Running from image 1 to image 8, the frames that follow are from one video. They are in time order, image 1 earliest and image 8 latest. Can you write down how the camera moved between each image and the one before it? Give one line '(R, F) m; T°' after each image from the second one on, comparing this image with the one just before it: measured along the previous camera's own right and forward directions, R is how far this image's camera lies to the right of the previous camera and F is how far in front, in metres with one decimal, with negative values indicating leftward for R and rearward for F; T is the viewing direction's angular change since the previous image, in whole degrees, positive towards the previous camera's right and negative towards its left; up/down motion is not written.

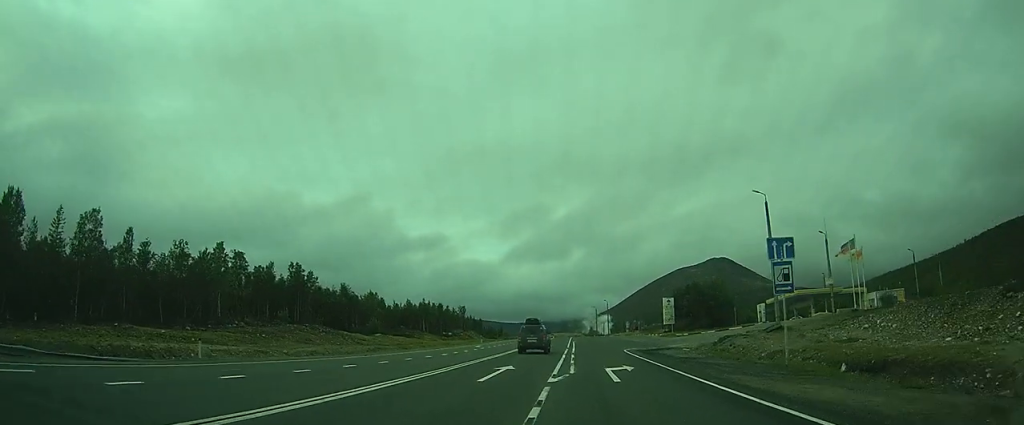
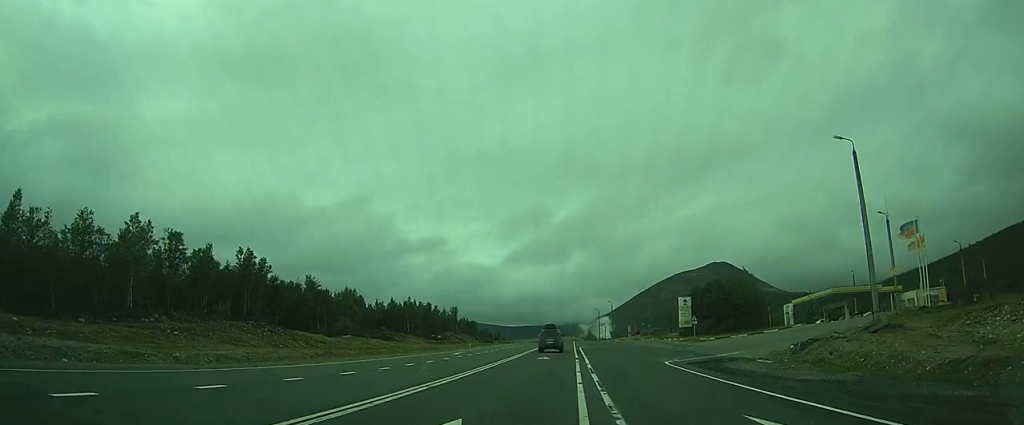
(-0.1, +14.2) m; 0°
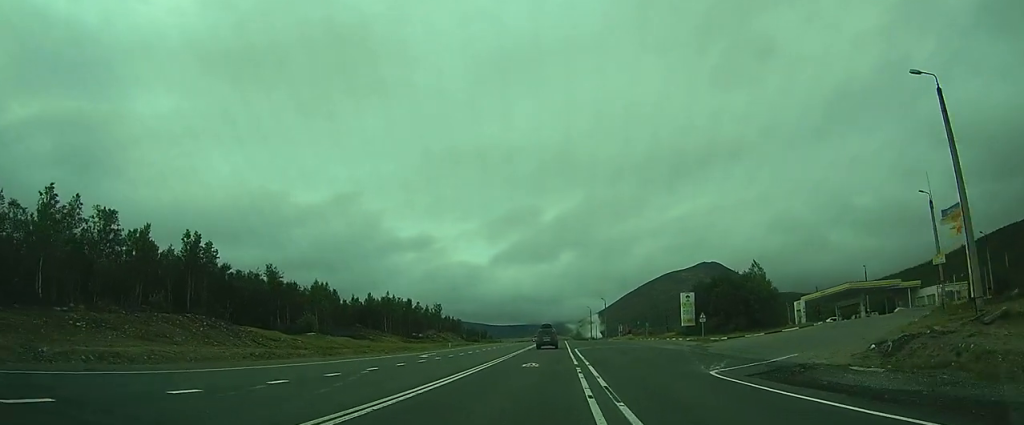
(-0.1, +9.2) m; 0°
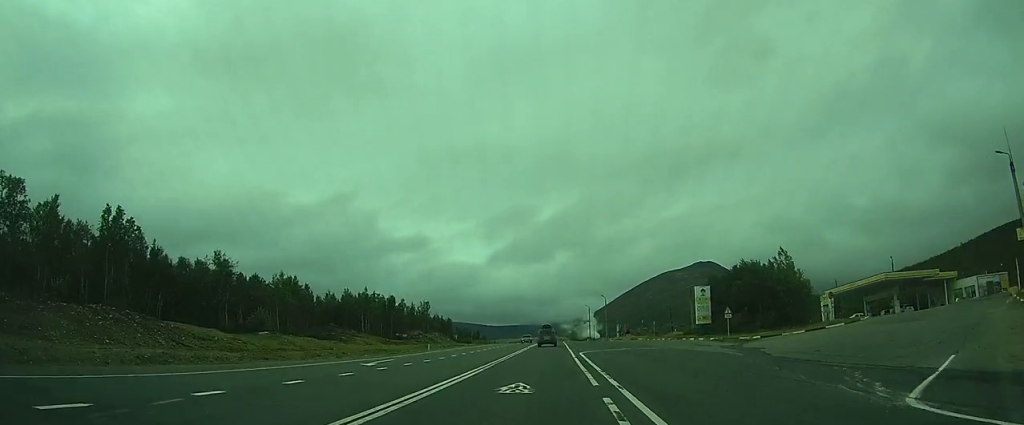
(+0.1, +11.2) m; +2°
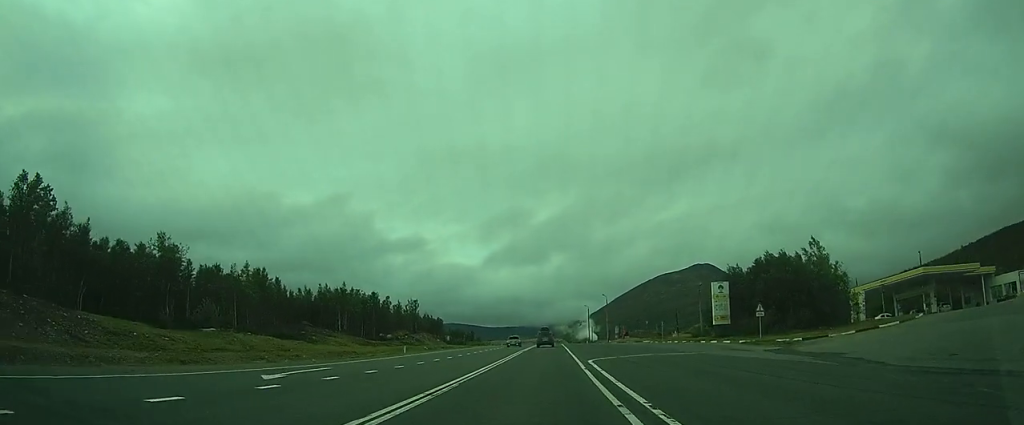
(+0.1, +9.5) m; +1°
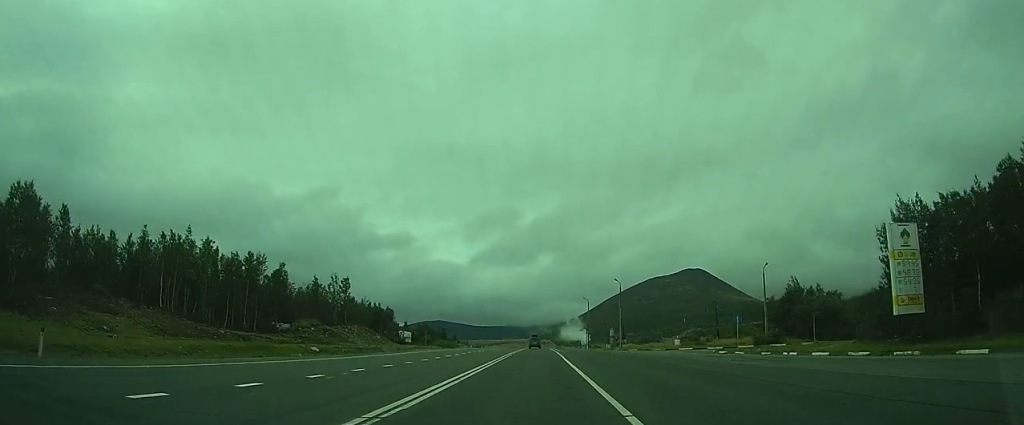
(+0.1, +39.7) m; -2°
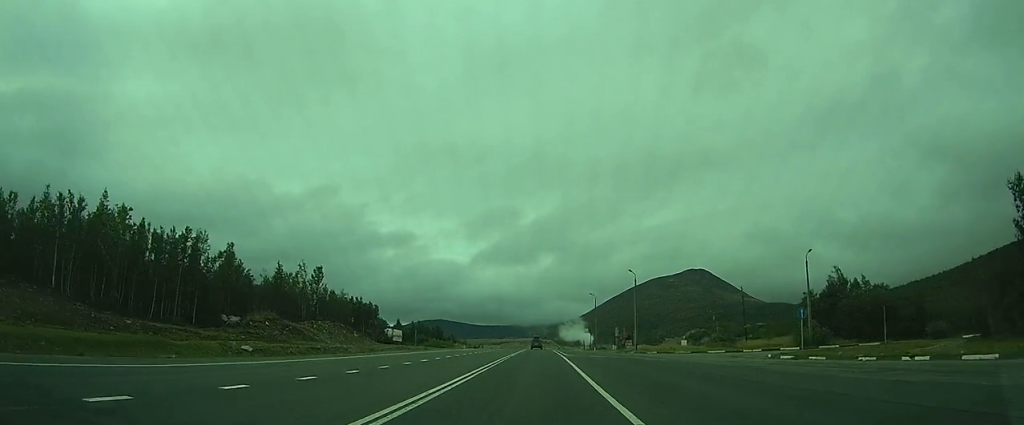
(-0.3, +12.5) m; -2°
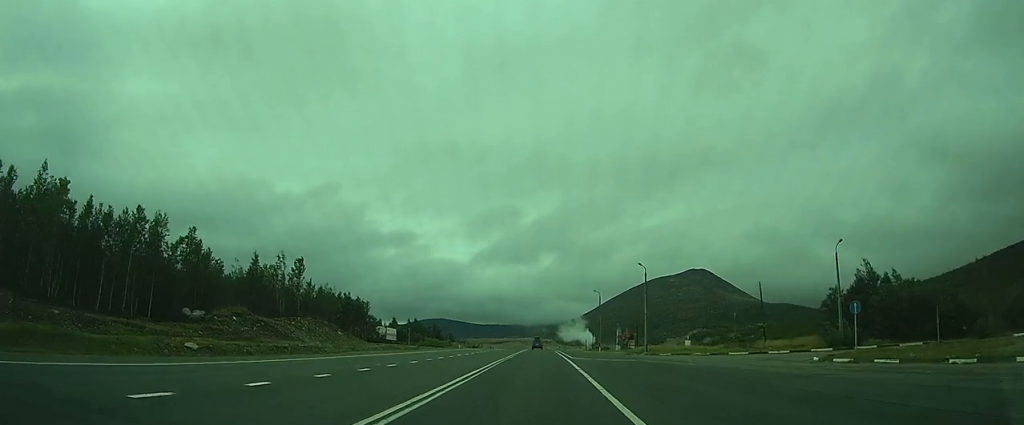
(-0.1, +6.8) m; -1°
